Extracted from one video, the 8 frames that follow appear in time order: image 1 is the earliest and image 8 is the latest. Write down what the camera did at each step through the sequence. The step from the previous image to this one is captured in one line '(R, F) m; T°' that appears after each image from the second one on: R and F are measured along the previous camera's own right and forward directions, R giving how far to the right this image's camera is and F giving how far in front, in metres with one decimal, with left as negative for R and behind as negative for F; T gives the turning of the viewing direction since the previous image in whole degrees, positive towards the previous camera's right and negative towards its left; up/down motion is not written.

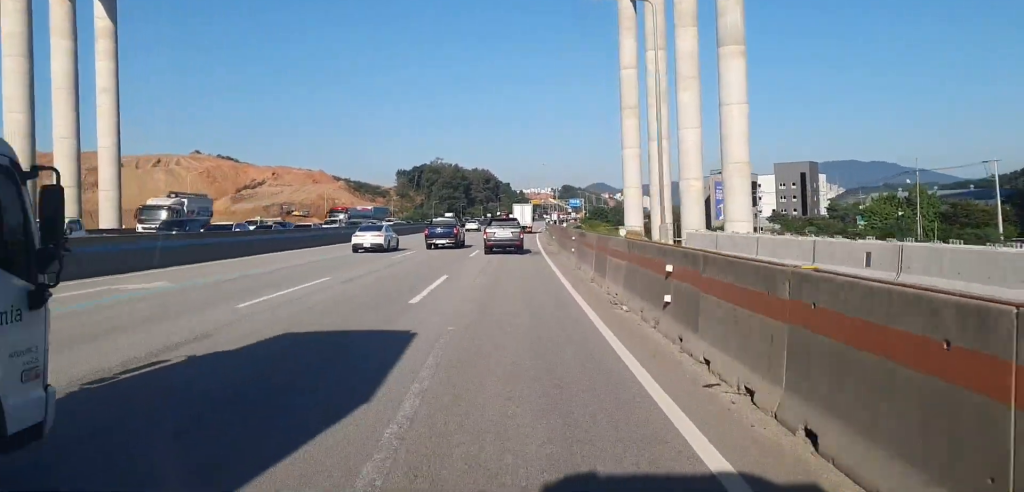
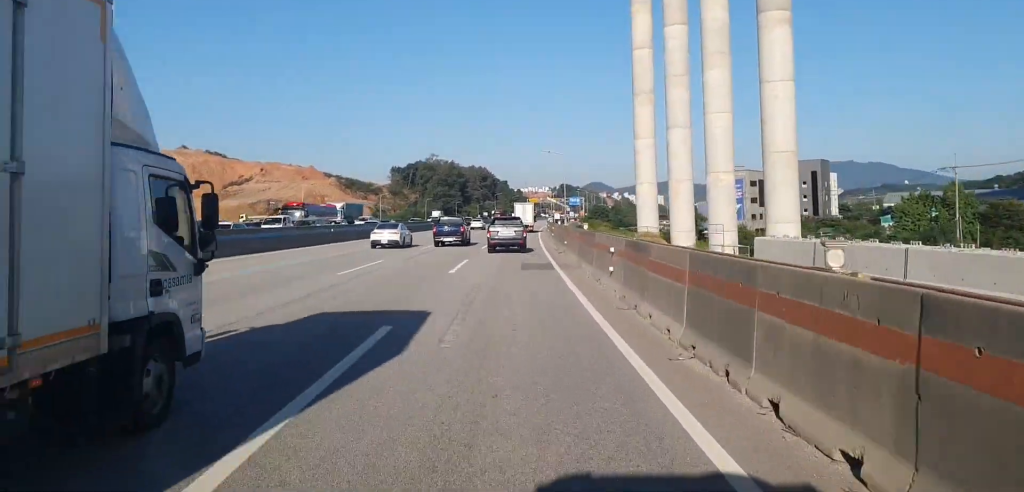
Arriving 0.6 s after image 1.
(0.0, +11.2) m; 0°
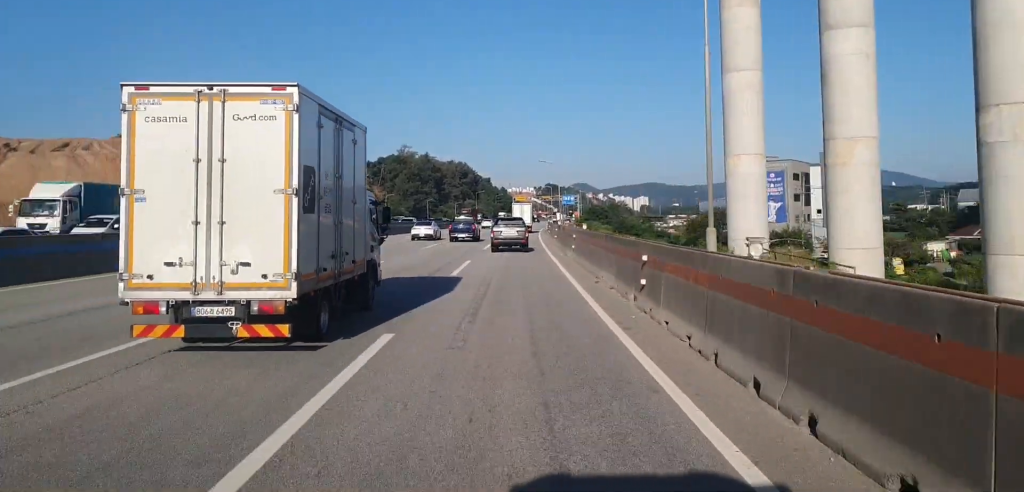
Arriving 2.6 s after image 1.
(0.0, +39.8) m; 0°
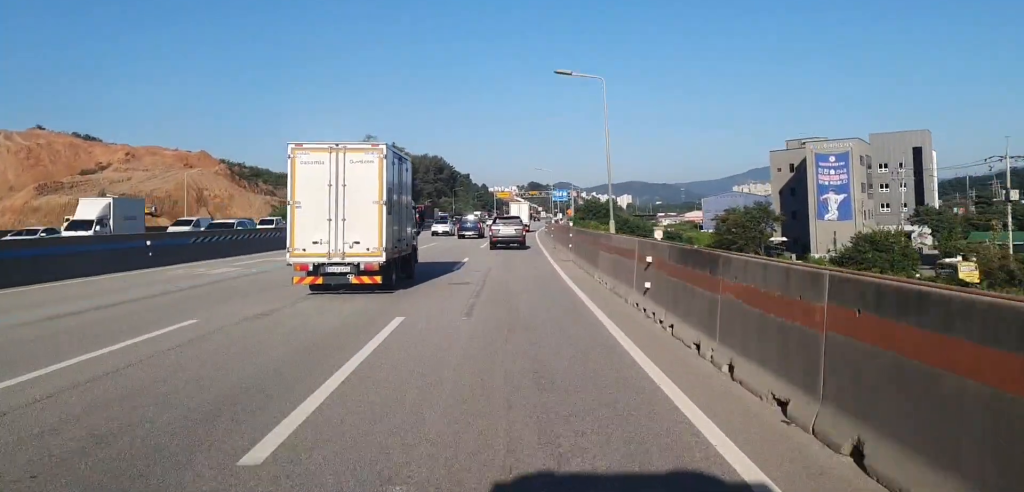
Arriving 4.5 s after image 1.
(+0.4, +36.6) m; +2°
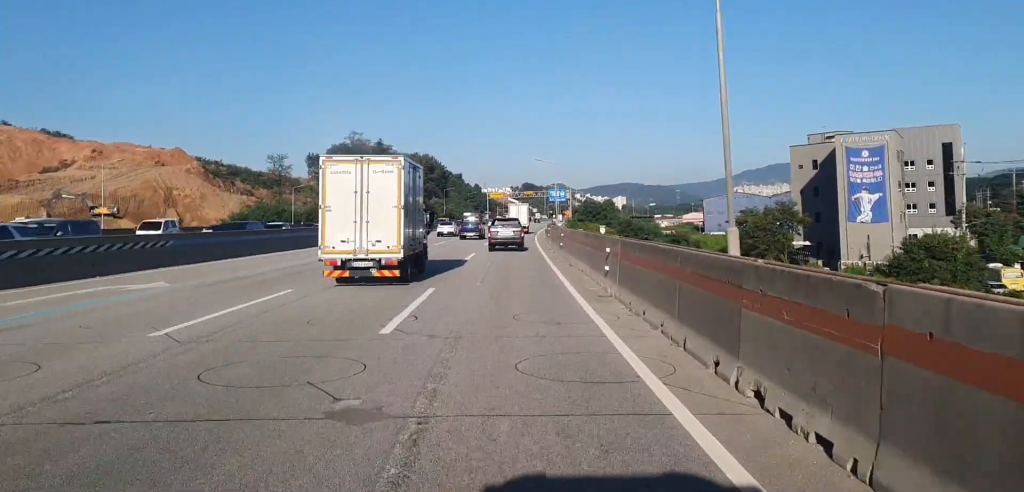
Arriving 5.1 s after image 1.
(+0.2, +13.4) m; +1°
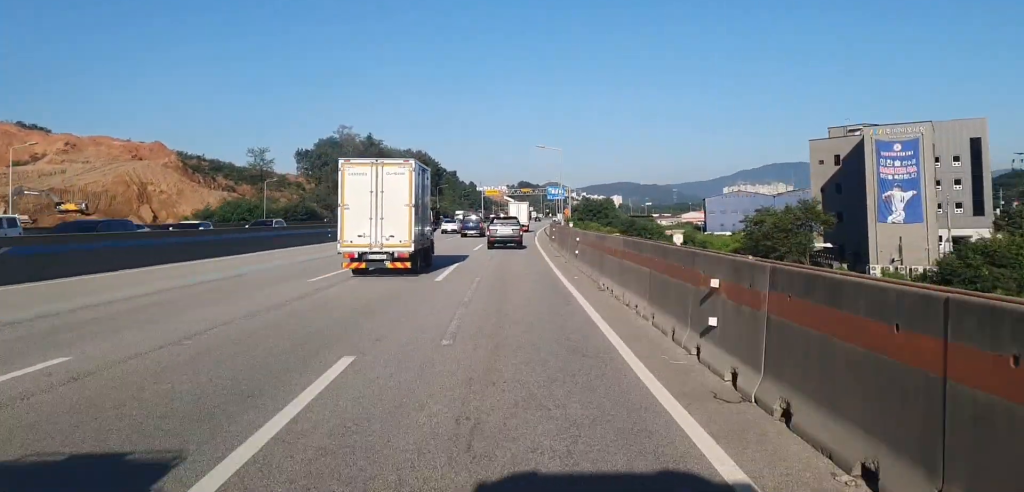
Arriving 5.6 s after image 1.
(0.0, +9.3) m; 0°
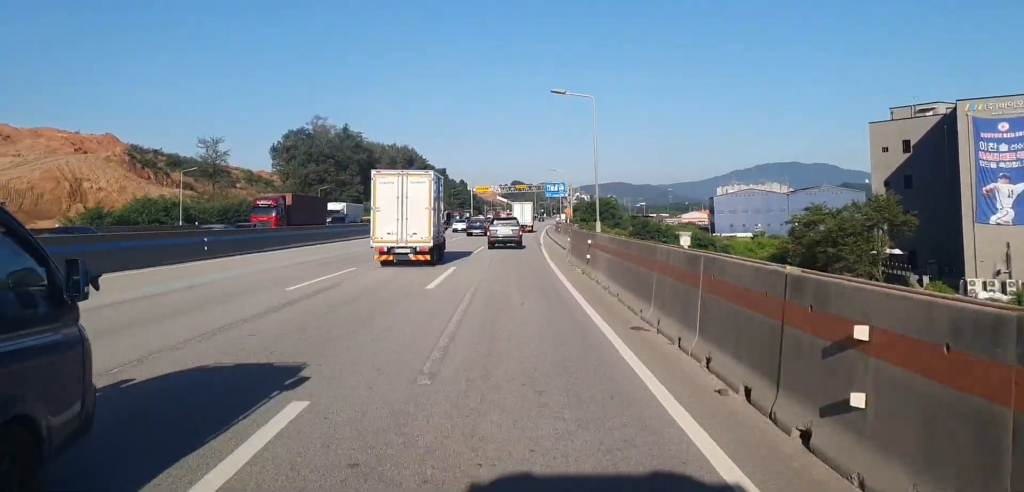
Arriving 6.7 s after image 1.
(0.0, +22.1) m; +1°
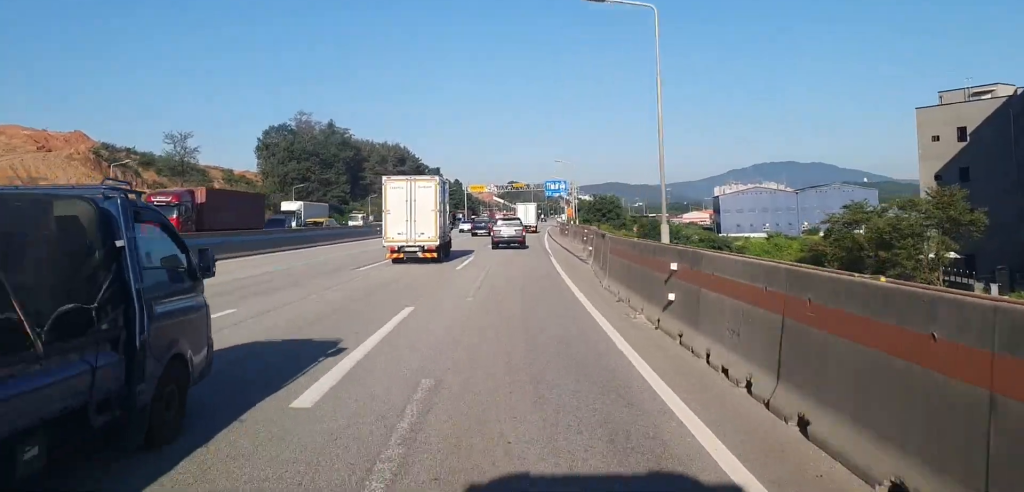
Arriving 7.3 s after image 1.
(0.0, +12.1) m; +1°
